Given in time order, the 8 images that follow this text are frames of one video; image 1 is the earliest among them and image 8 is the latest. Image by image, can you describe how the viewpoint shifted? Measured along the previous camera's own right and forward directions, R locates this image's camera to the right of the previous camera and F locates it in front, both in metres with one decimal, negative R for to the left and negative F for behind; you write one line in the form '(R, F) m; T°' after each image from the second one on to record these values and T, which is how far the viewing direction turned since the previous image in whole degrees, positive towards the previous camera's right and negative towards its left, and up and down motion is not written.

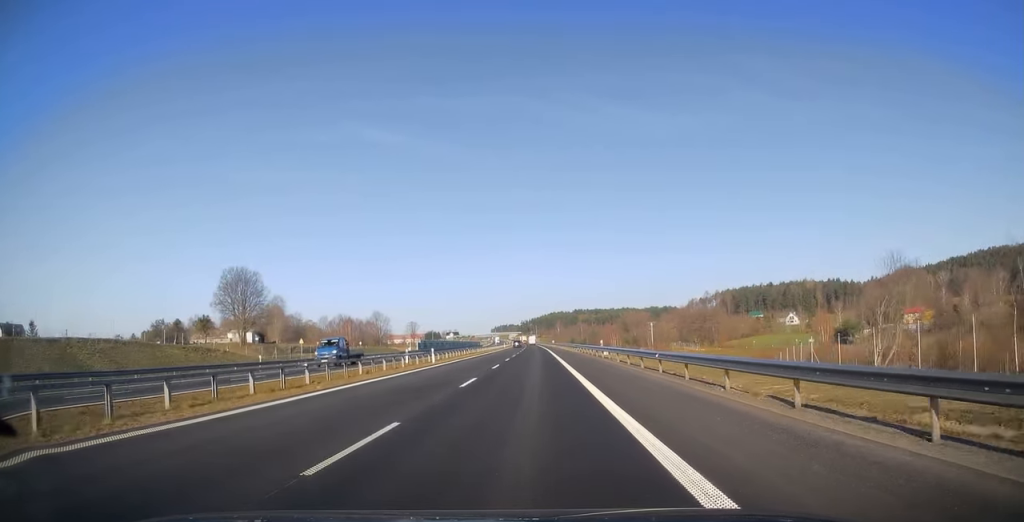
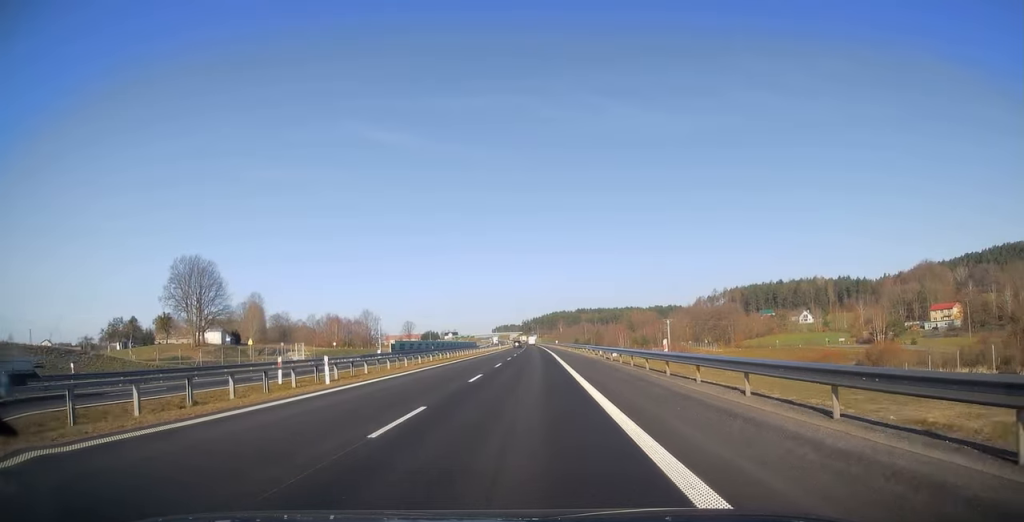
(-0.2, +21.4) m; 0°
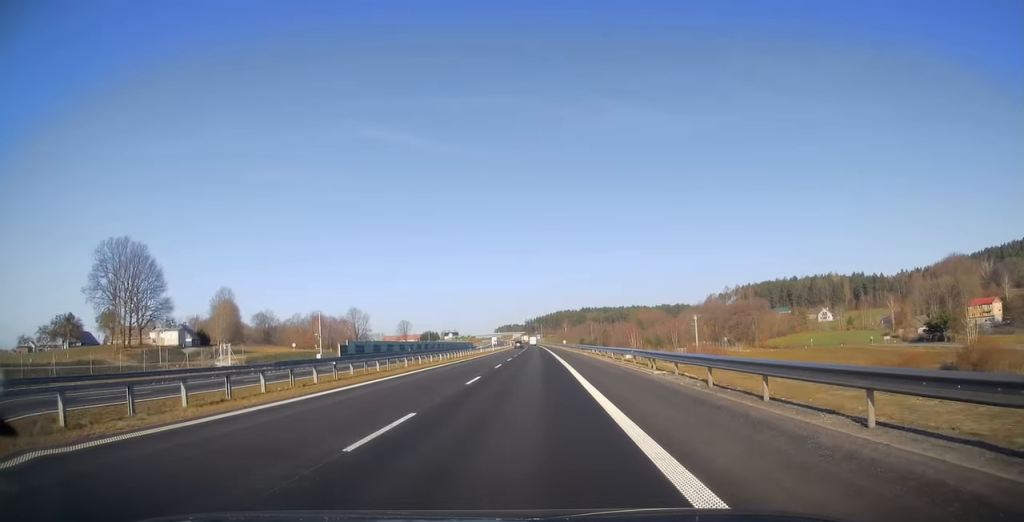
(+0.1, +25.0) m; 0°
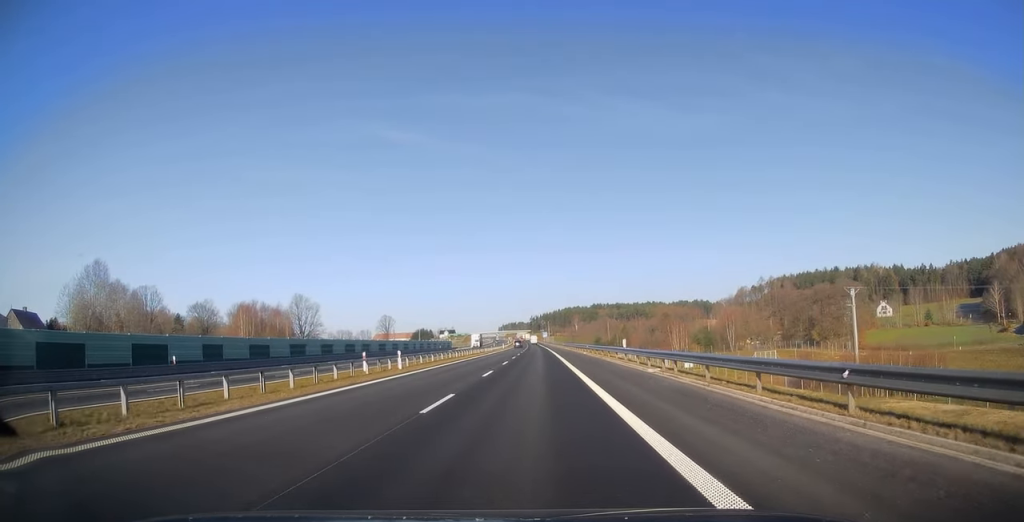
(-1.1, +67.8) m; -2°
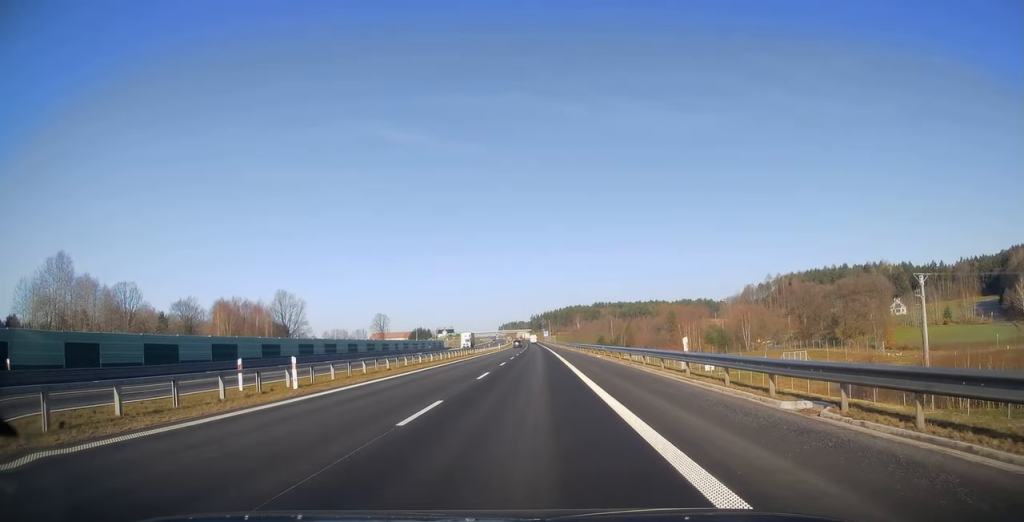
(0.0, +13.8) m; 0°
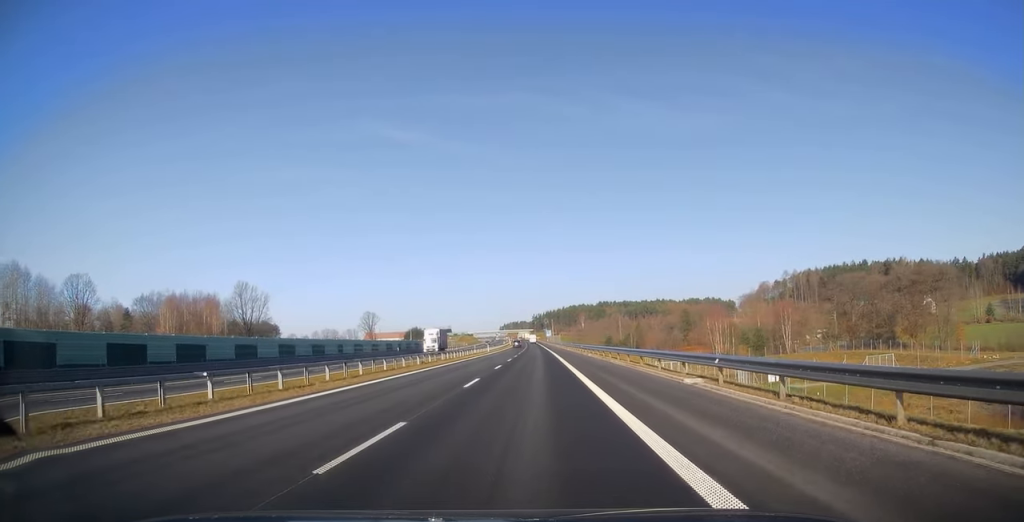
(+0.2, +27.5) m; 0°
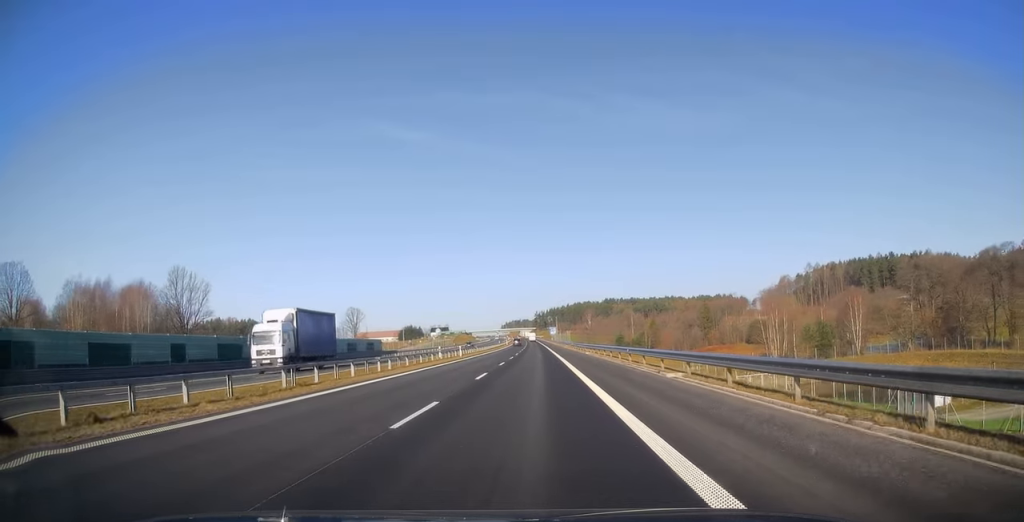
(0.0, +32.6) m; 0°
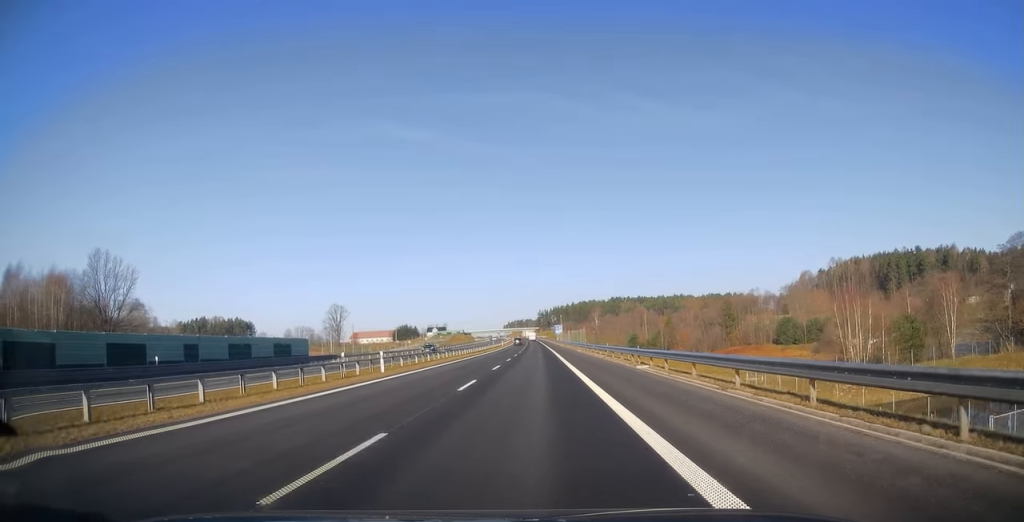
(-0.2, +28.5) m; -1°
